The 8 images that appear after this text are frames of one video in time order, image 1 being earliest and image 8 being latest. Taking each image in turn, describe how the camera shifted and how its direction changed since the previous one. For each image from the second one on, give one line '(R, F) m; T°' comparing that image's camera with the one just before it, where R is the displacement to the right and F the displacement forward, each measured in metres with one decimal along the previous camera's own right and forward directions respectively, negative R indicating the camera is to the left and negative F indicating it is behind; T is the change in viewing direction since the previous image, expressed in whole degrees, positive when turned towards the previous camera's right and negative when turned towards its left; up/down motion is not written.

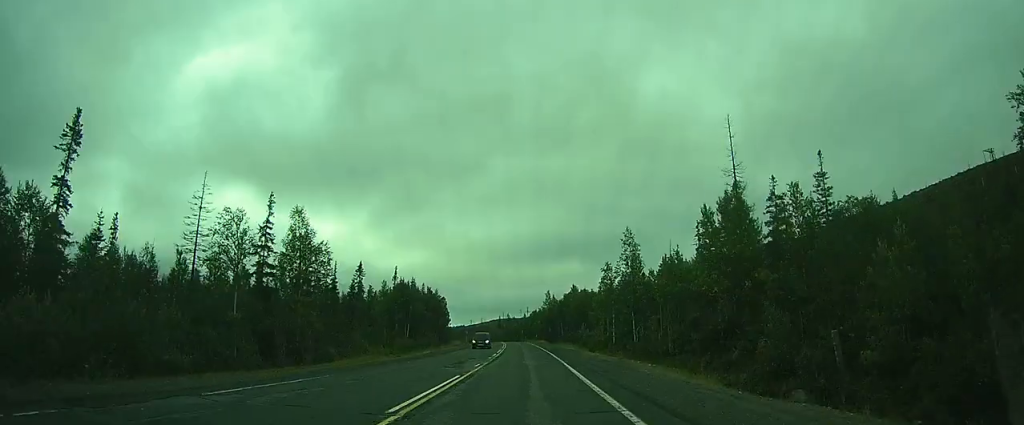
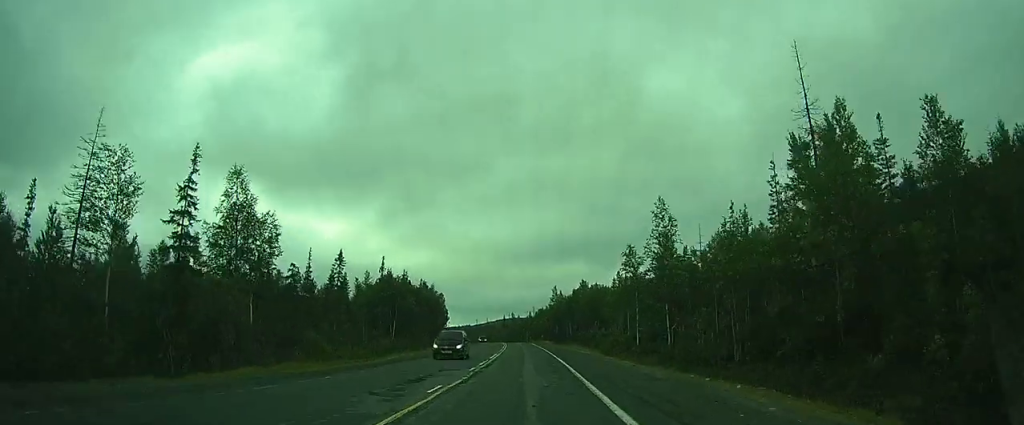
(0.0, +11.8) m; 0°
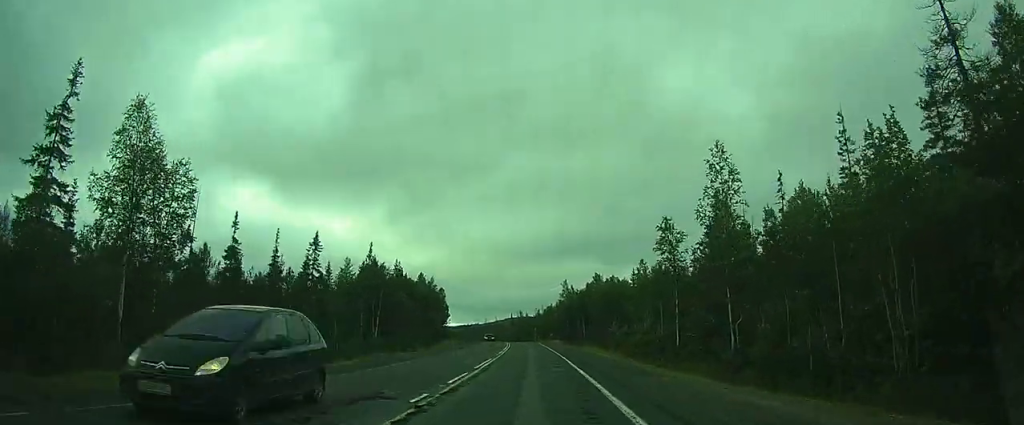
(0.0, +11.7) m; 0°
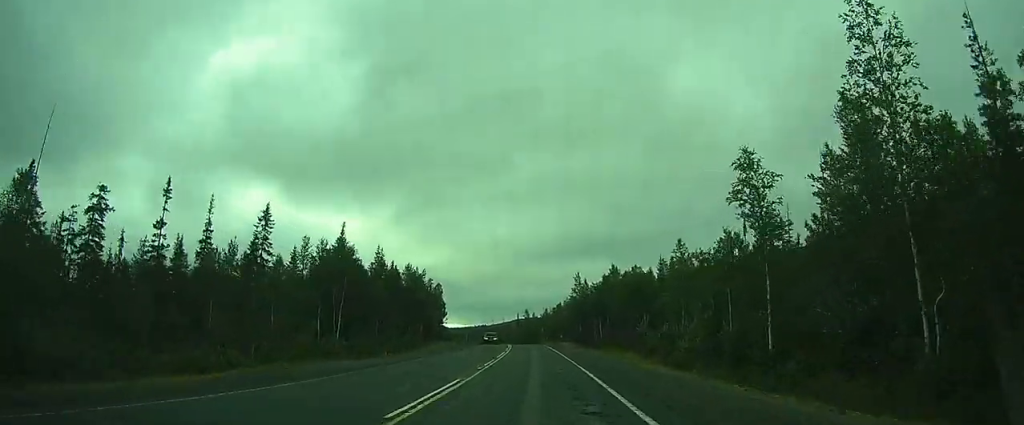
(0.0, +14.5) m; 0°
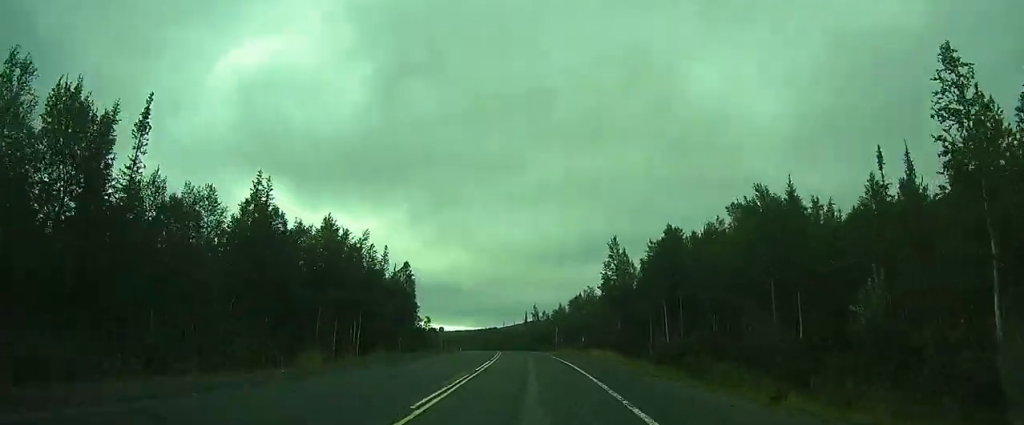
(-0.6, +35.9) m; -2°
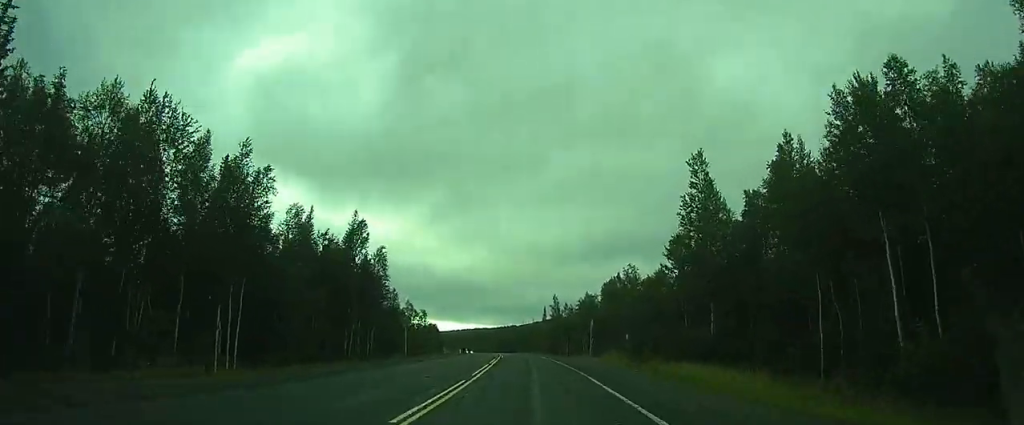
(-0.4, +26.7) m; -2°
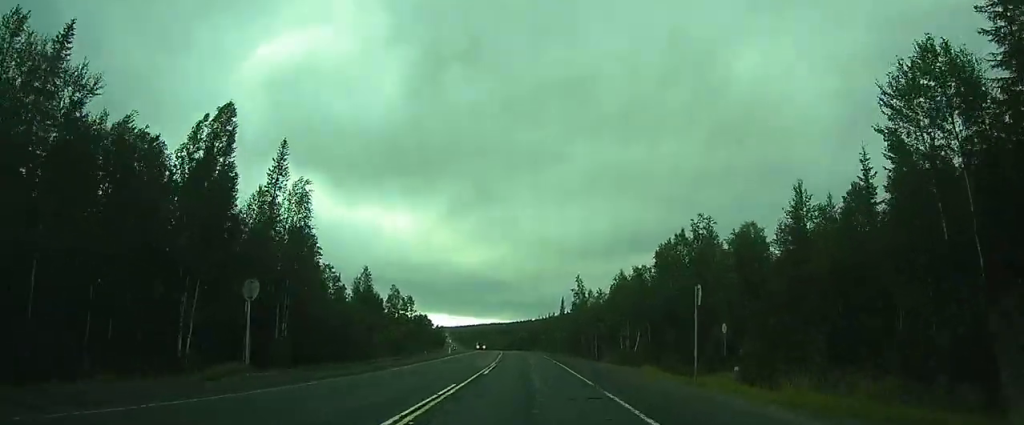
(-0.6, +26.4) m; -2°
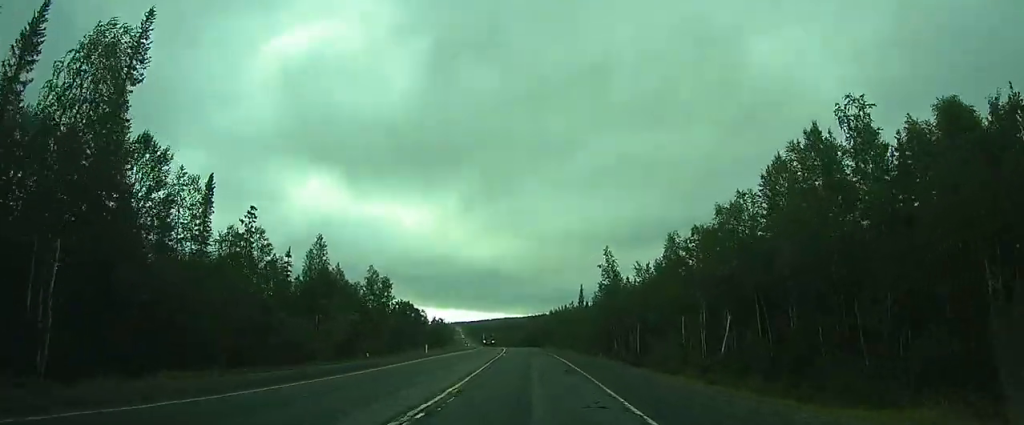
(-0.2, +22.3) m; -1°
